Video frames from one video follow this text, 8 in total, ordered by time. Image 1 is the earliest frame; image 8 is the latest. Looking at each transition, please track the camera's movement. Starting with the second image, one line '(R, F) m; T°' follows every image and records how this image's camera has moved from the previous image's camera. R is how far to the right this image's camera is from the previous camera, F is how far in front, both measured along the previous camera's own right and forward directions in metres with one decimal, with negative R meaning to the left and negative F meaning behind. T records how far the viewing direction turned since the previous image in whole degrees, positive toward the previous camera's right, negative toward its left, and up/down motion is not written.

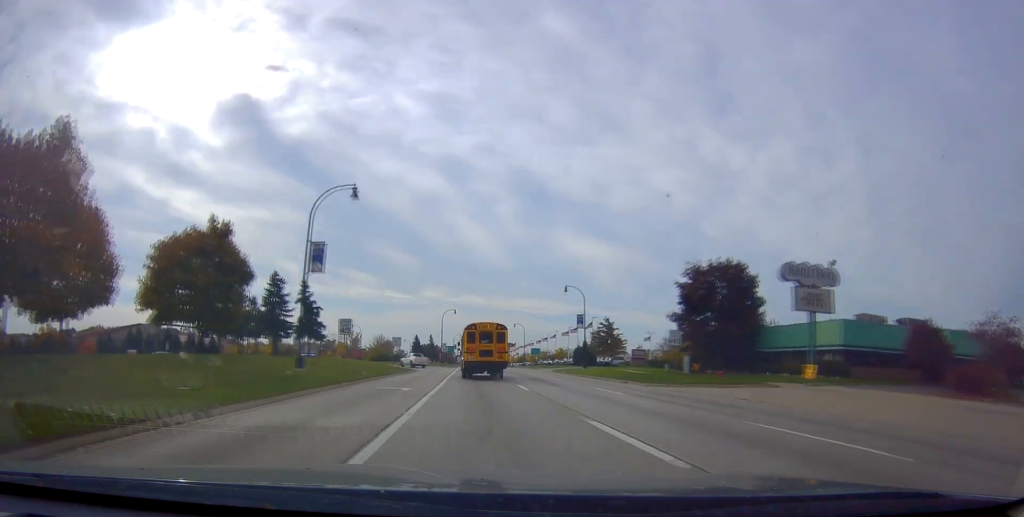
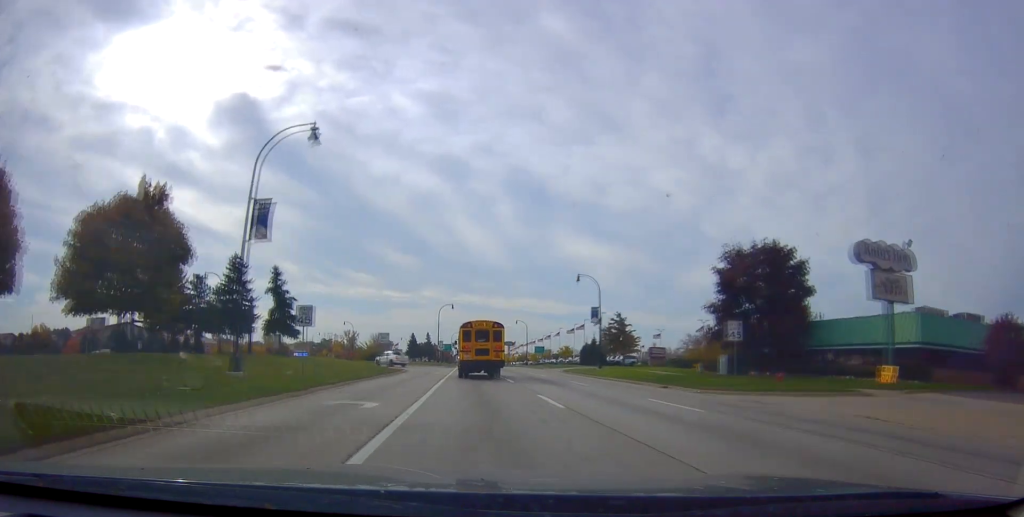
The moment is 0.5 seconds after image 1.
(+0.2, +8.2) m; +1°
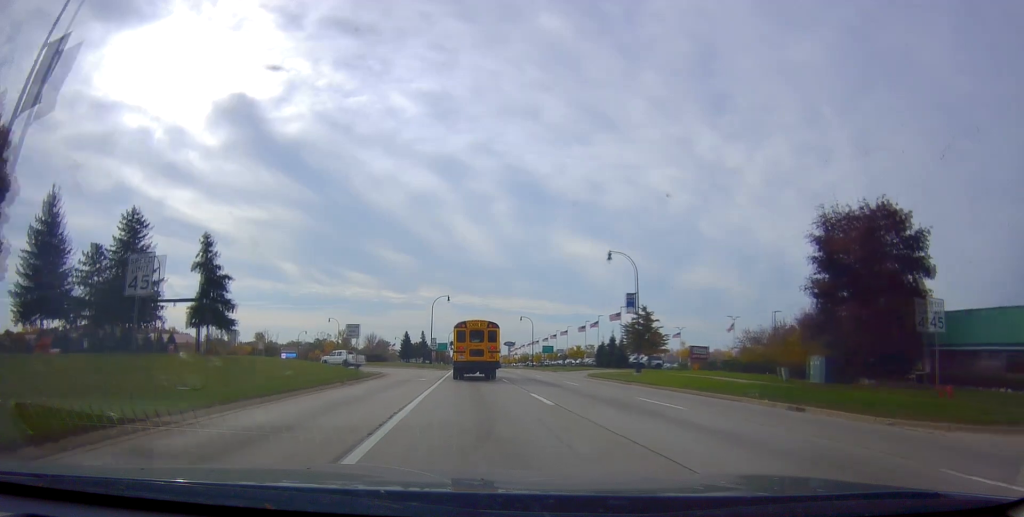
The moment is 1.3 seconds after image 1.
(+0.1, +13.5) m; 0°
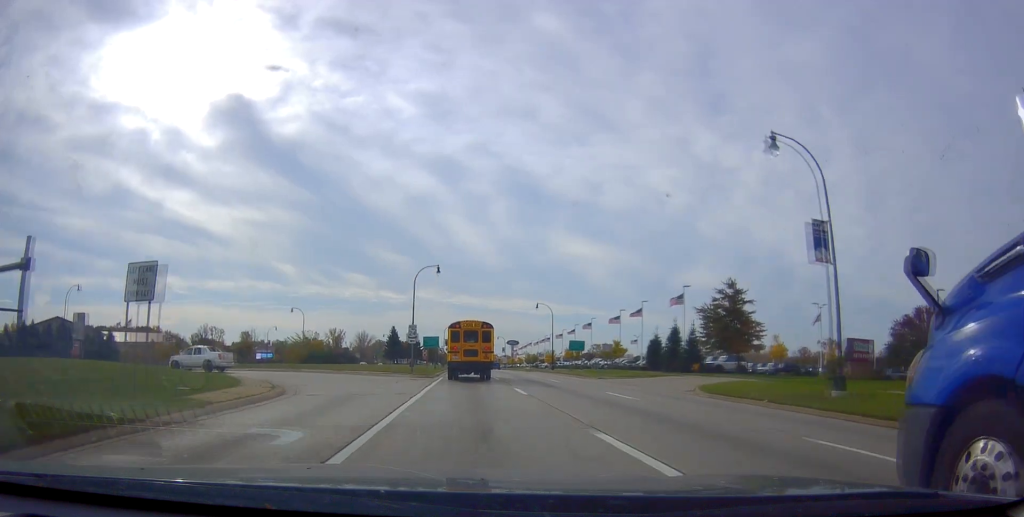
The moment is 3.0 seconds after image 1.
(-0.3, +26.1) m; -2°
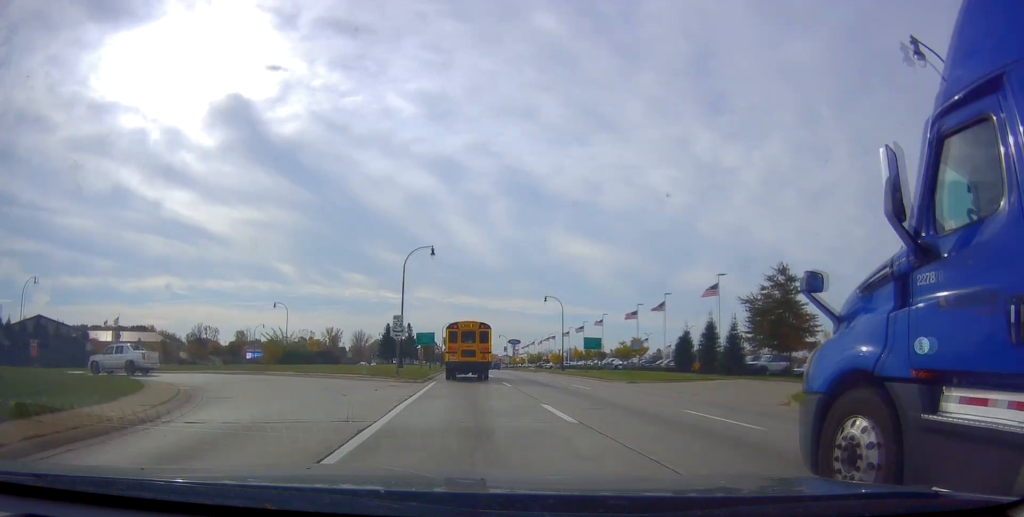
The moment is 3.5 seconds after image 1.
(-0.2, +8.9) m; 0°
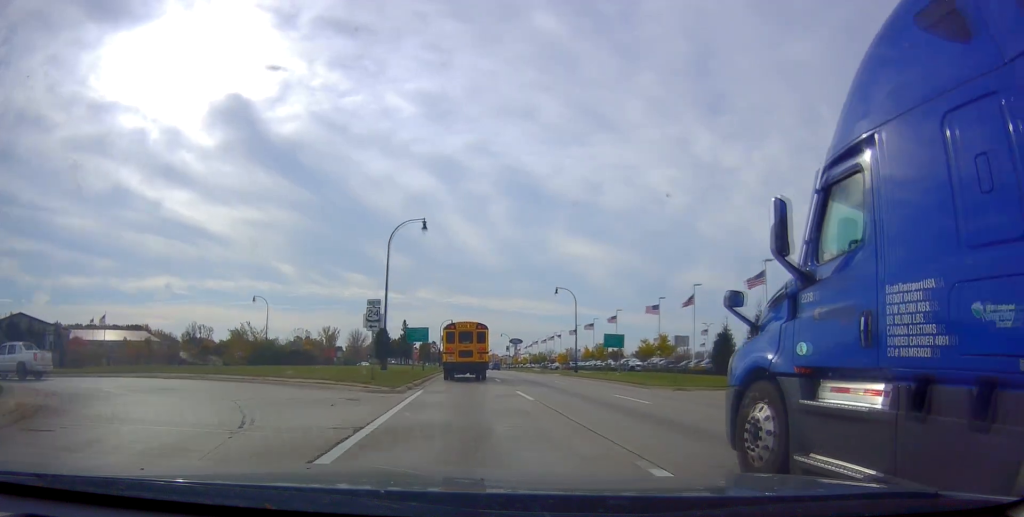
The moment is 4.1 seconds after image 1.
(+0.2, +8.9) m; +1°
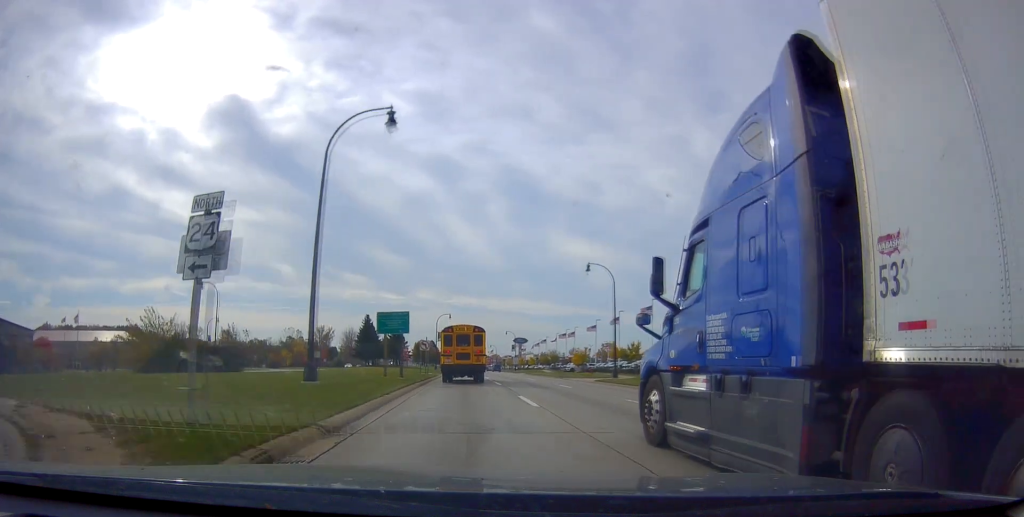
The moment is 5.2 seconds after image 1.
(+0.2, +17.1) m; +1°
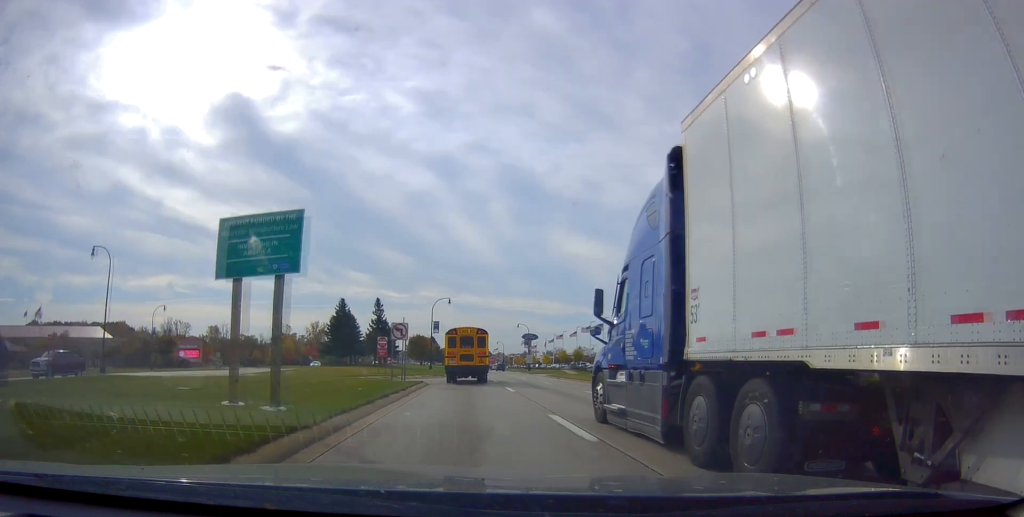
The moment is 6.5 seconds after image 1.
(0.0, +22.4) m; 0°
